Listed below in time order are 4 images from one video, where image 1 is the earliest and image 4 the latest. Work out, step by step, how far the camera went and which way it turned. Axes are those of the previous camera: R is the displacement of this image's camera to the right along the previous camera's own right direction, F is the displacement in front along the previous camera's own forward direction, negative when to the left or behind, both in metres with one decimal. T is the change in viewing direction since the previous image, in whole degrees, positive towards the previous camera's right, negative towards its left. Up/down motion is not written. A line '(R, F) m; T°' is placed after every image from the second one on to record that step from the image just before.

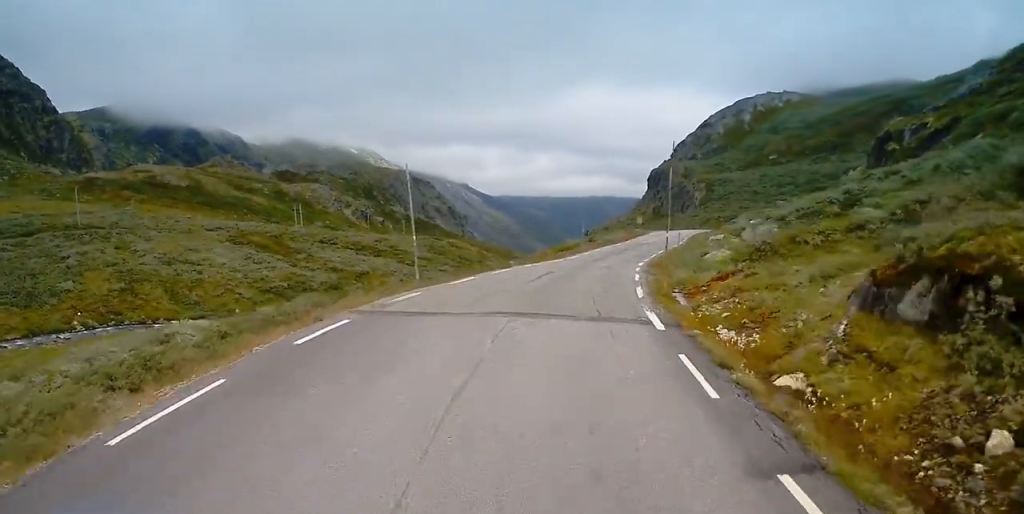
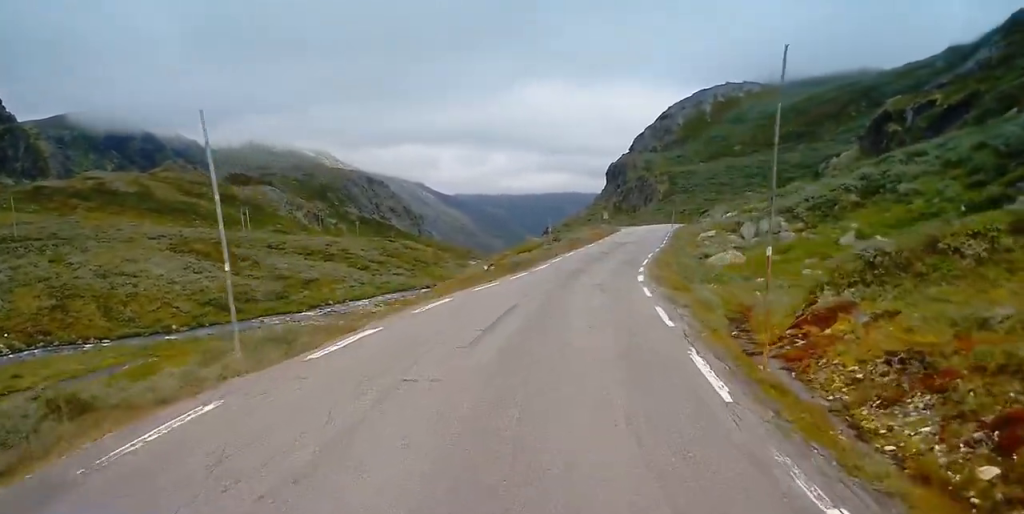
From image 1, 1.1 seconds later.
(+0.1, +12.7) m; +3°
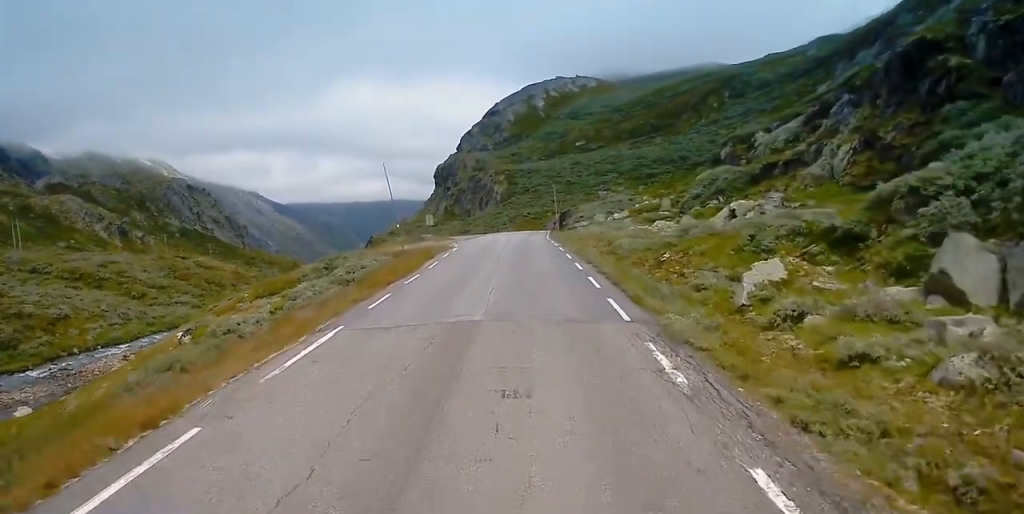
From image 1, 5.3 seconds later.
(+5.8, +48.7) m; +11°
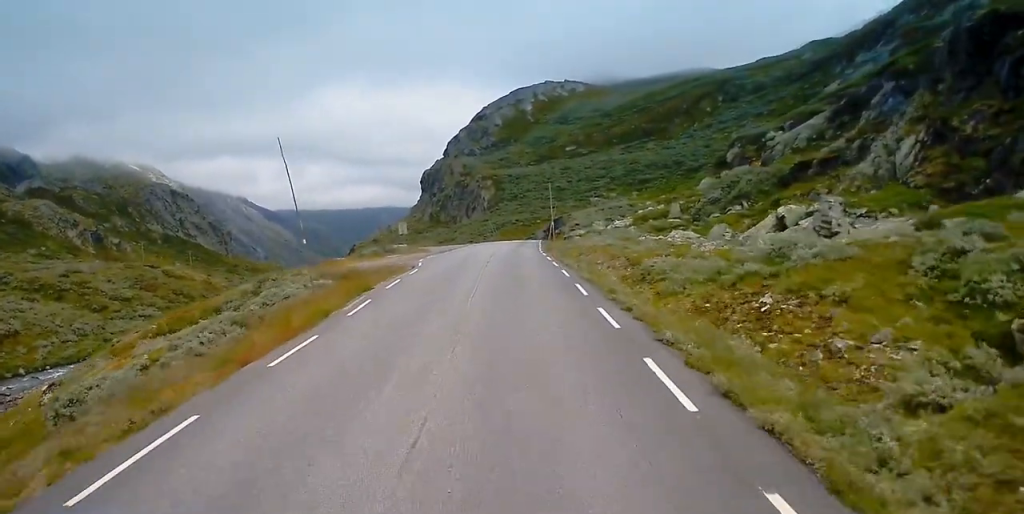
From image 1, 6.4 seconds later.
(+0.3, +12.7) m; 0°
